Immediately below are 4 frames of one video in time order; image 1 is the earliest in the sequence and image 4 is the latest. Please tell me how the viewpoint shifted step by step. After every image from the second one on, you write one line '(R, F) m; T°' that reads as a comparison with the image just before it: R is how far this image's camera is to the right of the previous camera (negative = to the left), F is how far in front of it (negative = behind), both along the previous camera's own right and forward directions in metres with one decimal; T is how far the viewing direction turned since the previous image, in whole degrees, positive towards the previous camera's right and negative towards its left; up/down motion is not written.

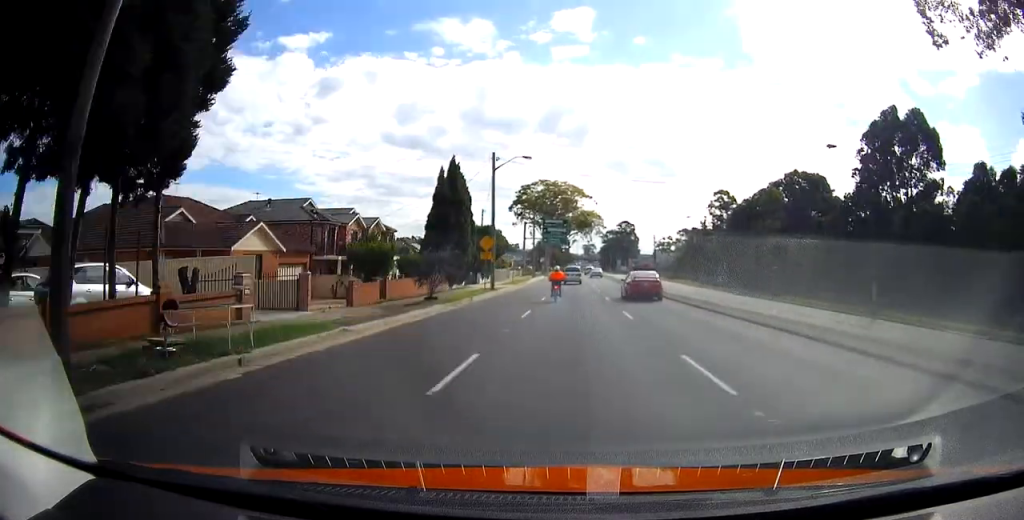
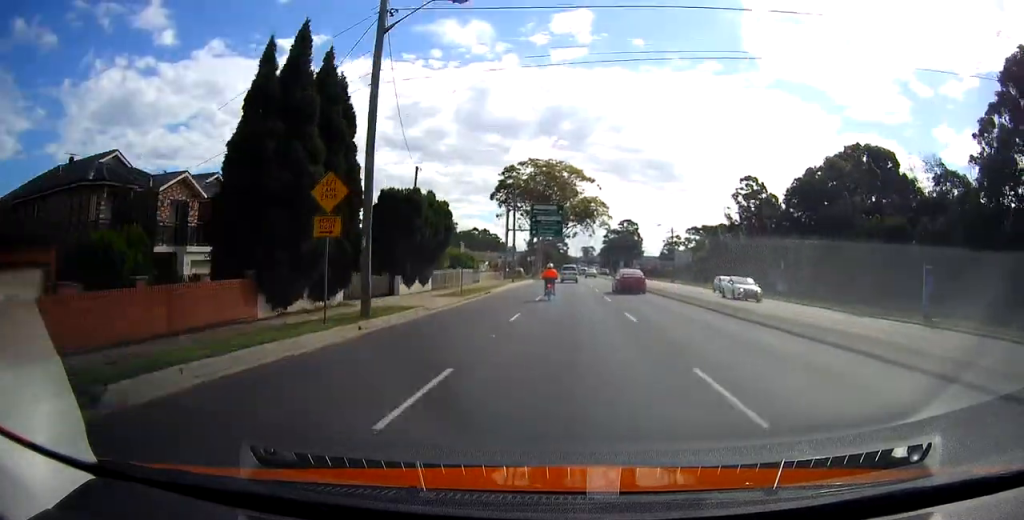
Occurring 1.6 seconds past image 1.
(+0.1, +23.7) m; 0°
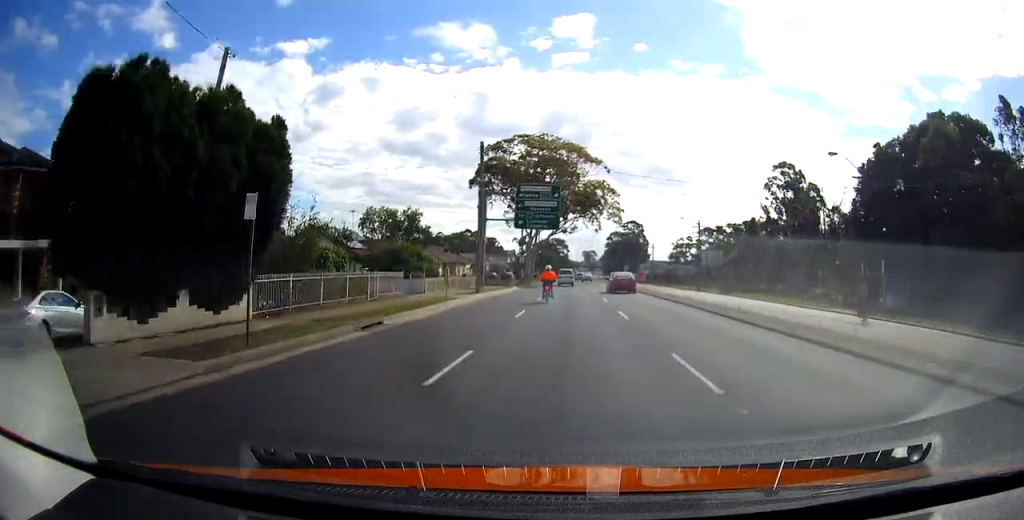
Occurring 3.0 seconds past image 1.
(0.0, +20.2) m; 0°
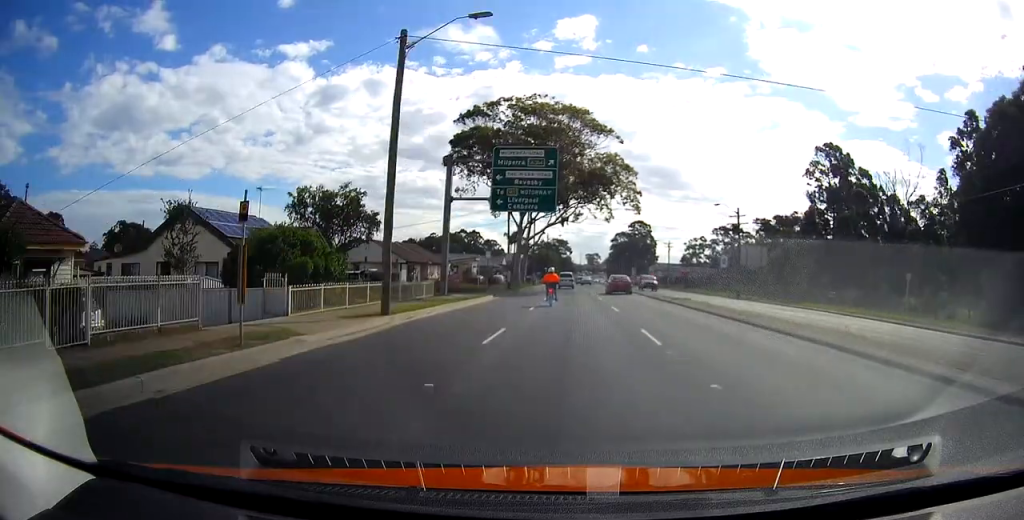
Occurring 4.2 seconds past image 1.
(0.0, +17.6) m; +1°
